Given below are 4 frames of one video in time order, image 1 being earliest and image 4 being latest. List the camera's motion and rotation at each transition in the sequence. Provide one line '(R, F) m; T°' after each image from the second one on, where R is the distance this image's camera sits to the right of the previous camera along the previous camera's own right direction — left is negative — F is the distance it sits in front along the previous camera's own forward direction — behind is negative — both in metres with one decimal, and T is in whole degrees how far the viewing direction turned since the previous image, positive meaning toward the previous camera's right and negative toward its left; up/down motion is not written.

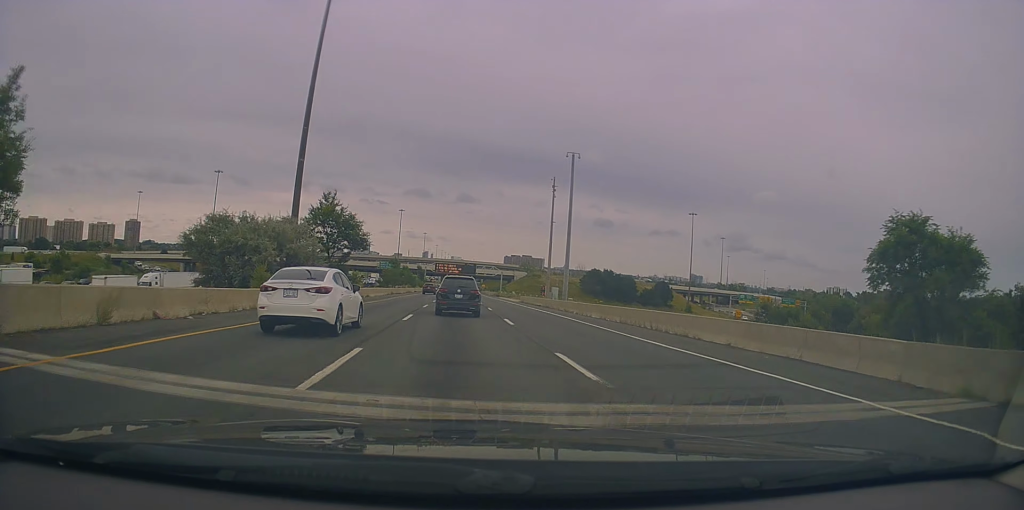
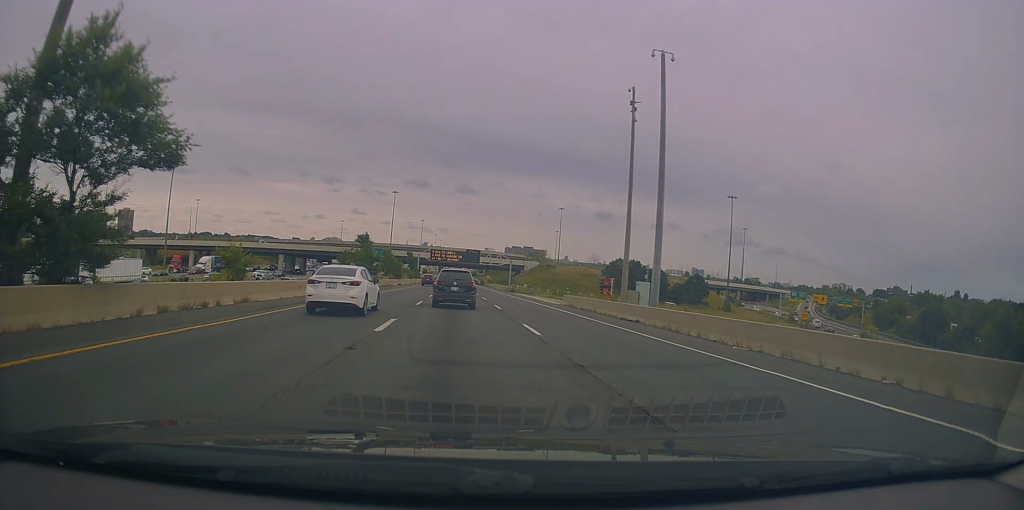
(-0.4, +31.1) m; +1°
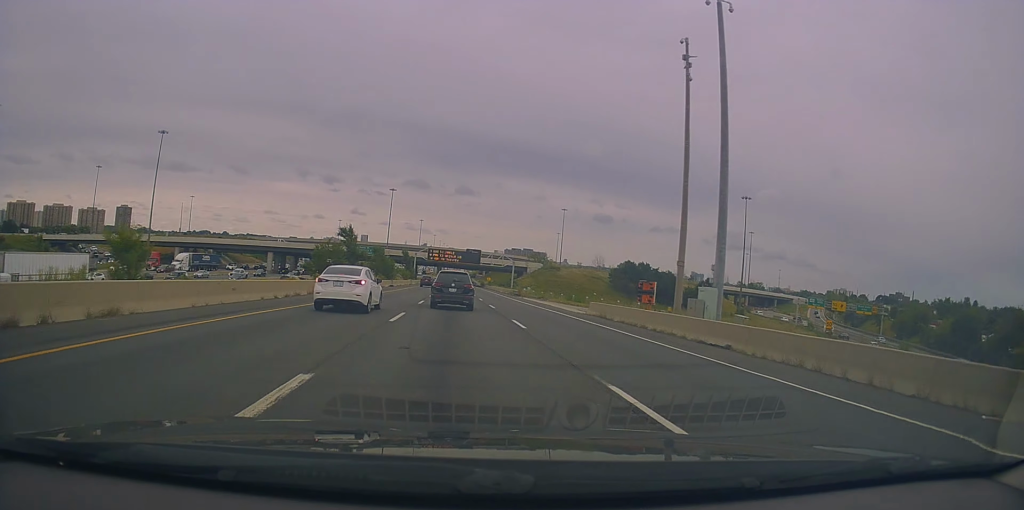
(+0.1, +9.4) m; +1°
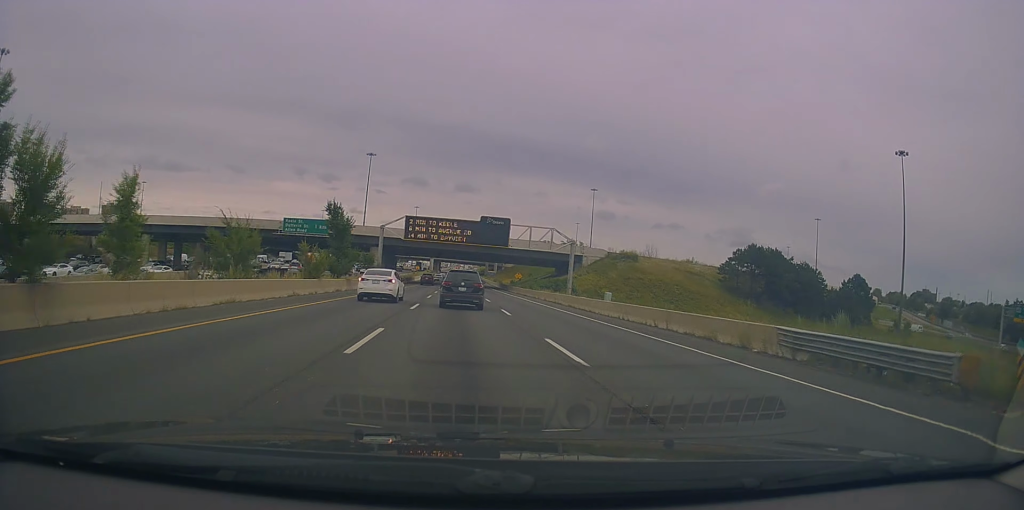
(-0.7, +68.6) m; -1°
